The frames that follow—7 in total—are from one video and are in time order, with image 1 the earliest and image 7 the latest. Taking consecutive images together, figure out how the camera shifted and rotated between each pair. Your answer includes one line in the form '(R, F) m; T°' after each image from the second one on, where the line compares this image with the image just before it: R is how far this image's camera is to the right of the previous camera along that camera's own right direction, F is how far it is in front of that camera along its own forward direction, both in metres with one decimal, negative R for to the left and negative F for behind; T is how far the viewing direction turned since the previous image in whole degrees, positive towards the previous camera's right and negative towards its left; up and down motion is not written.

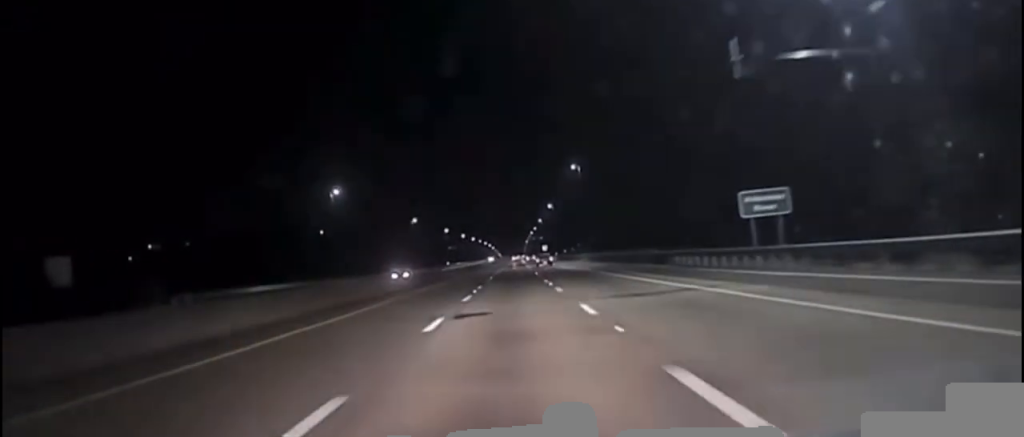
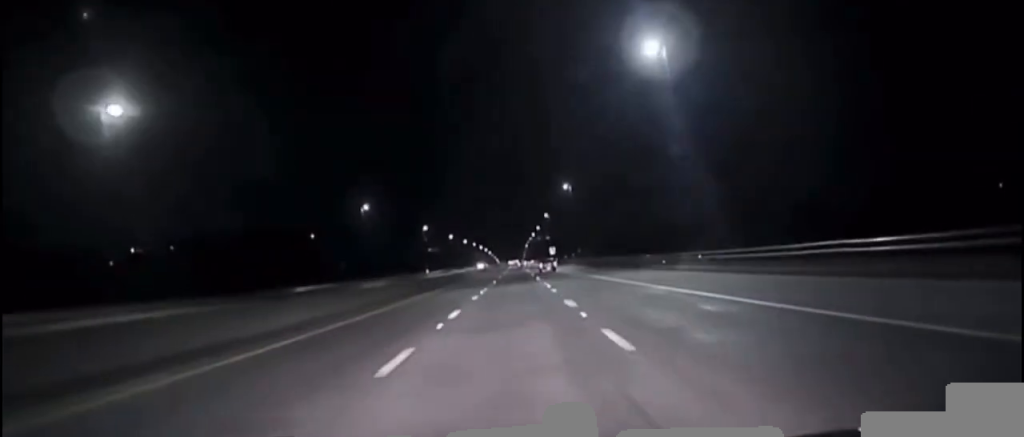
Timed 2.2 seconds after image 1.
(-0.2, +63.7) m; 0°
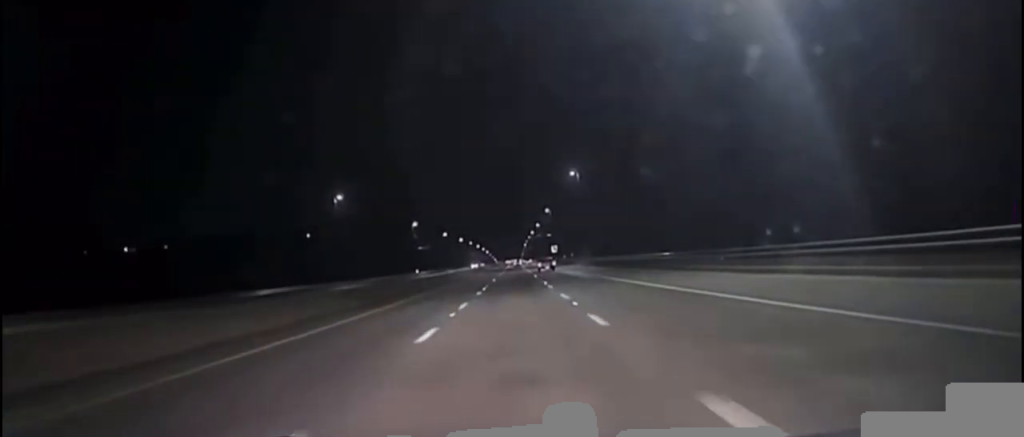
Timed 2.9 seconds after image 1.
(+0.1, +15.7) m; 0°
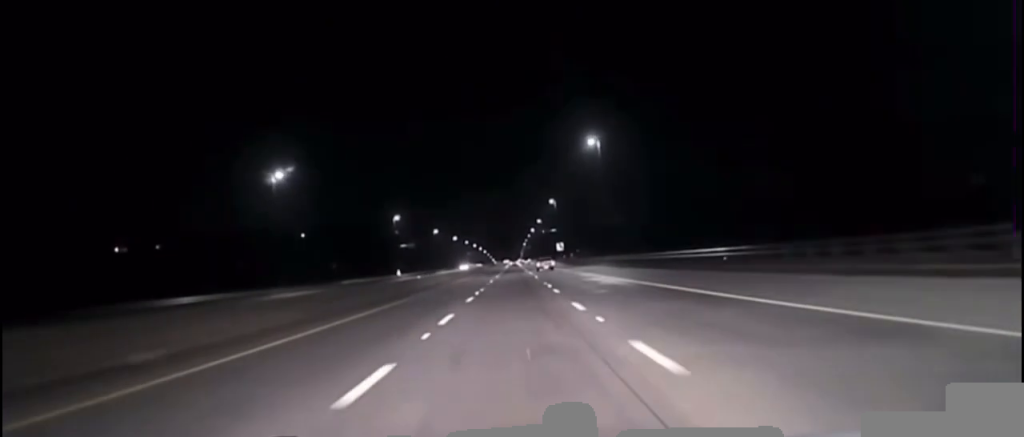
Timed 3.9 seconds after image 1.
(-0.1, +26.4) m; 0°
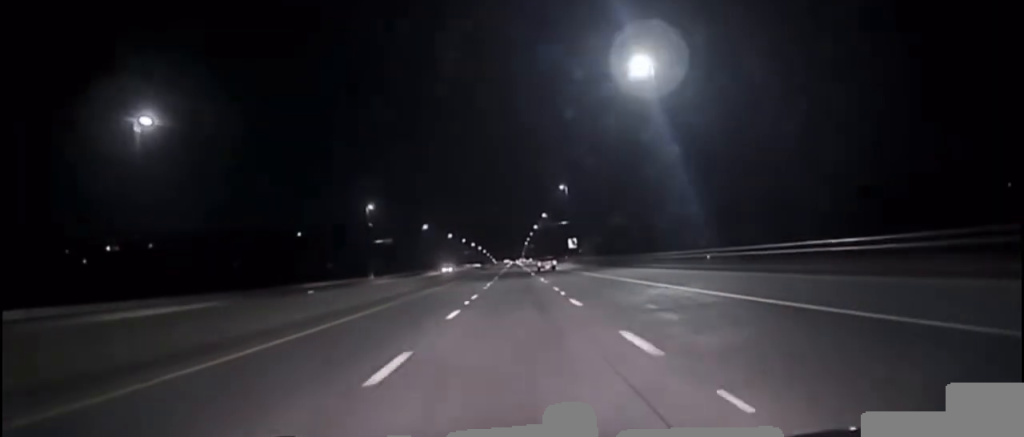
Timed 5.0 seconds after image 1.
(-0.1, +36.6) m; 0°
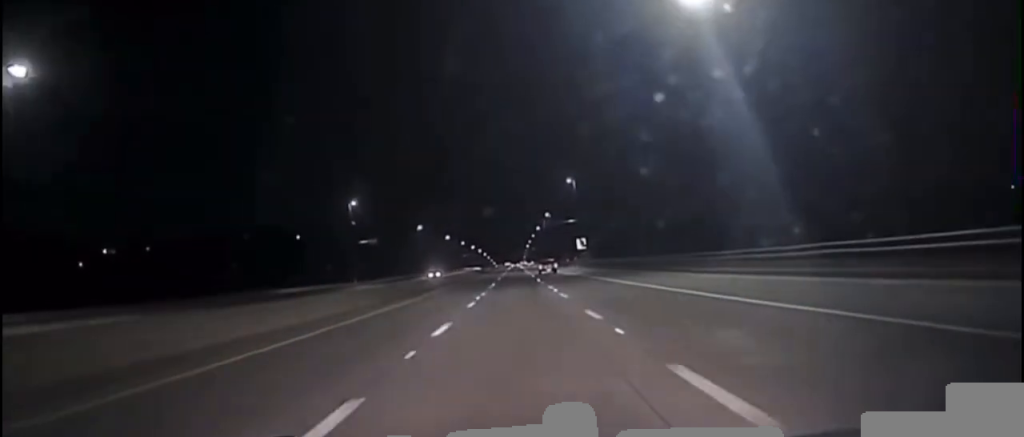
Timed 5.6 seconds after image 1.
(+0.1, +23.0) m; 0°
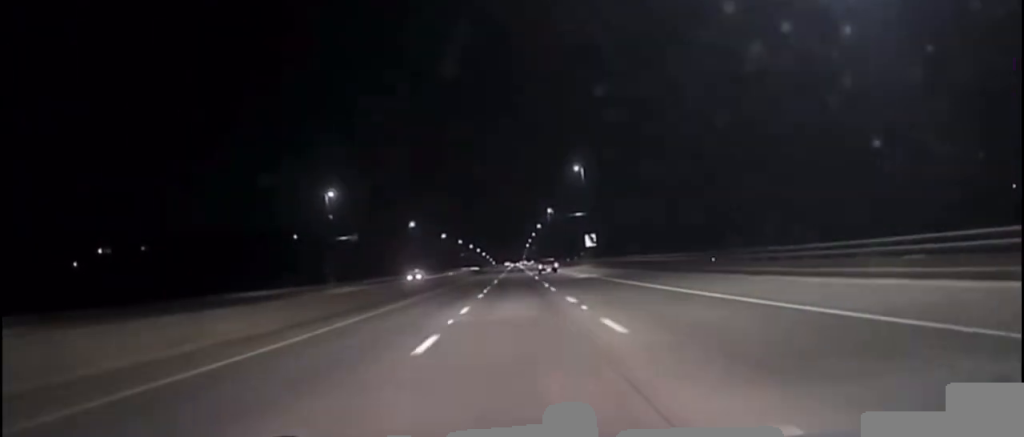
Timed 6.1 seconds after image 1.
(0.0, +20.2) m; 0°
